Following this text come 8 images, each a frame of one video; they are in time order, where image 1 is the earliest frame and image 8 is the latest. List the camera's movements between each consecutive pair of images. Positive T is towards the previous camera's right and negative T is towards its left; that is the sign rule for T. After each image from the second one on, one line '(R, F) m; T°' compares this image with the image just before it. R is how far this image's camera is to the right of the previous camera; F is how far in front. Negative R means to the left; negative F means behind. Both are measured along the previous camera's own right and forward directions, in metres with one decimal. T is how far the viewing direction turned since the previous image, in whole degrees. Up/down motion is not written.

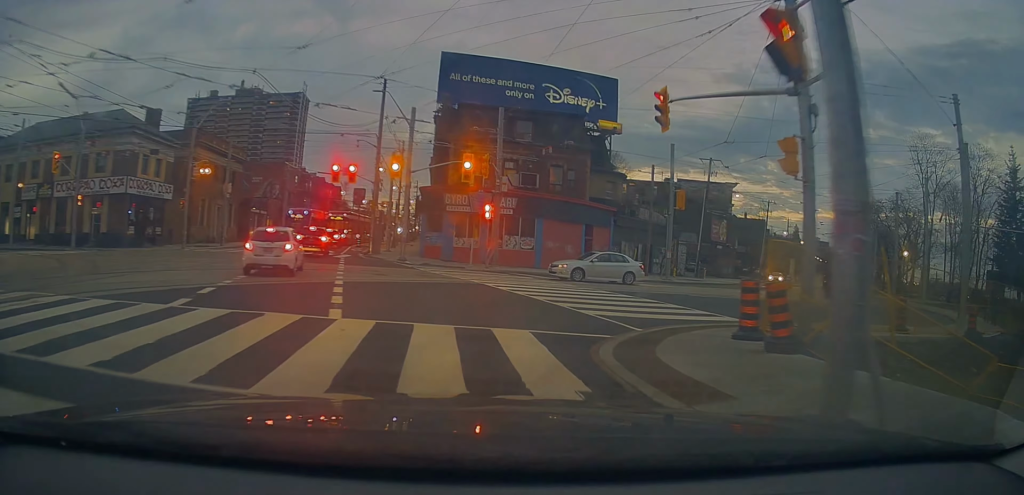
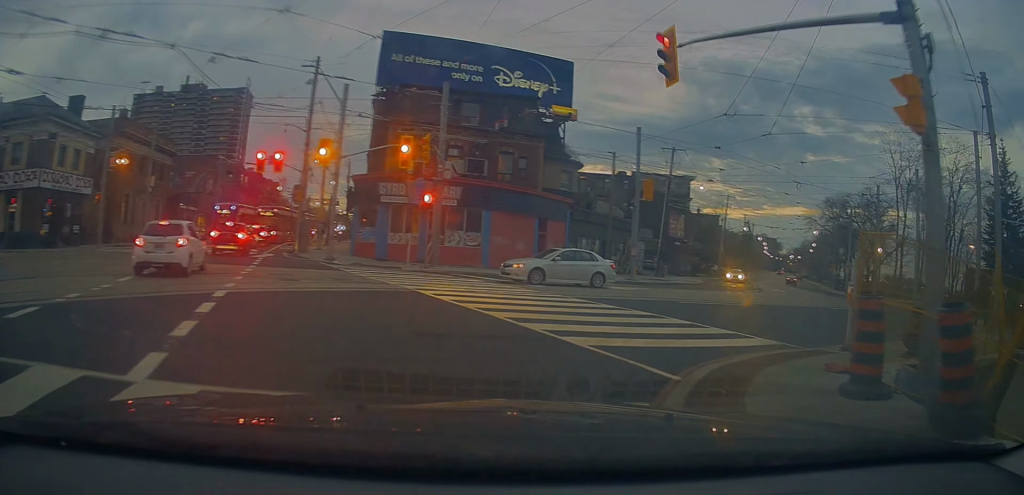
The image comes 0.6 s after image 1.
(+0.2, +4.5) m; +8°
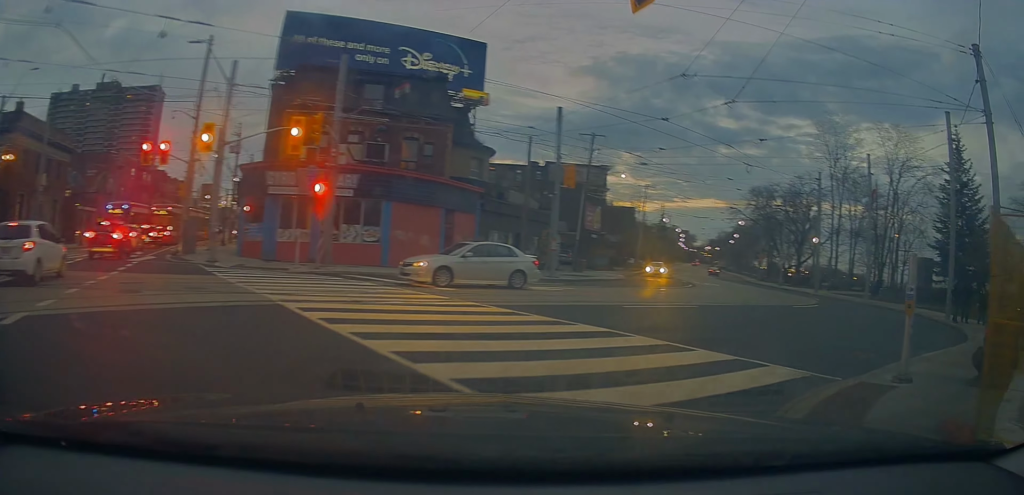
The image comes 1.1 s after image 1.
(-0.3, +3.9) m; +8°
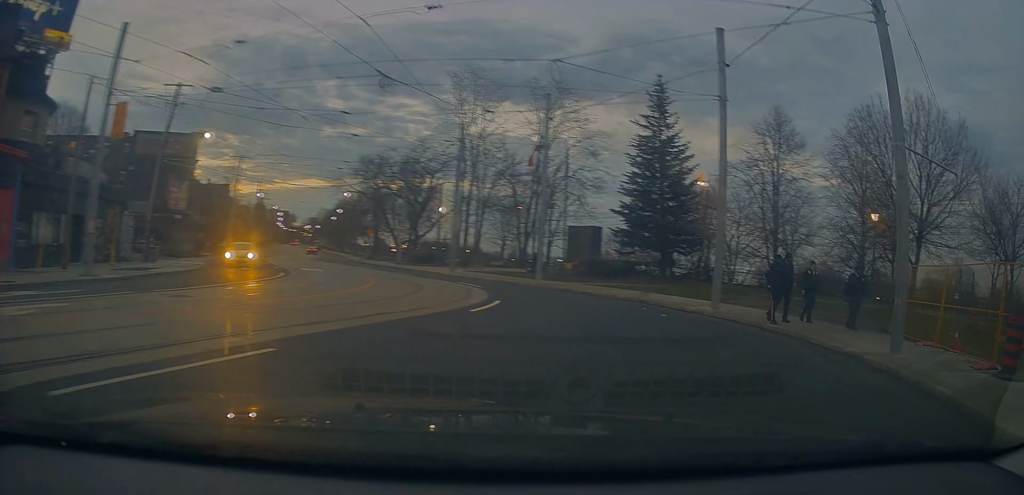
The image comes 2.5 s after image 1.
(+3.8, +8.6) m; +36°
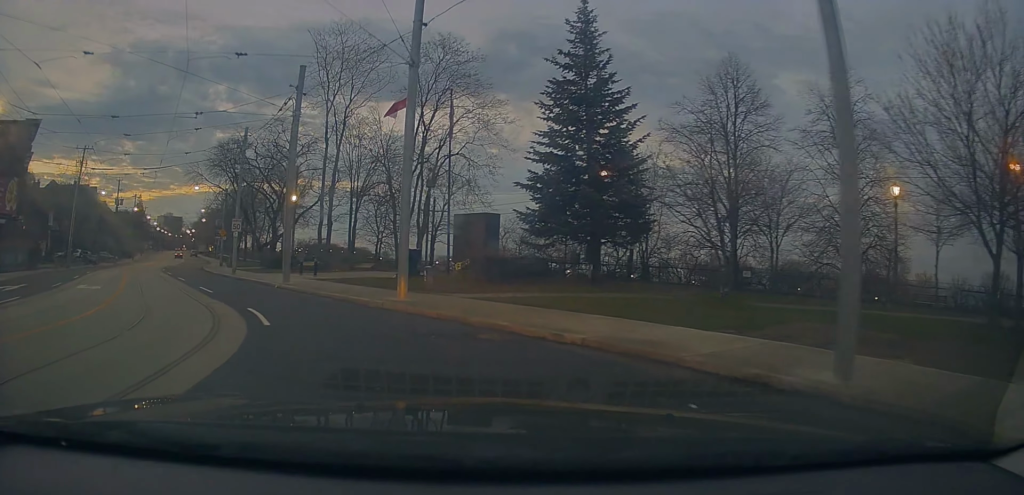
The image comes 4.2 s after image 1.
(+1.8, +11.2) m; +13°
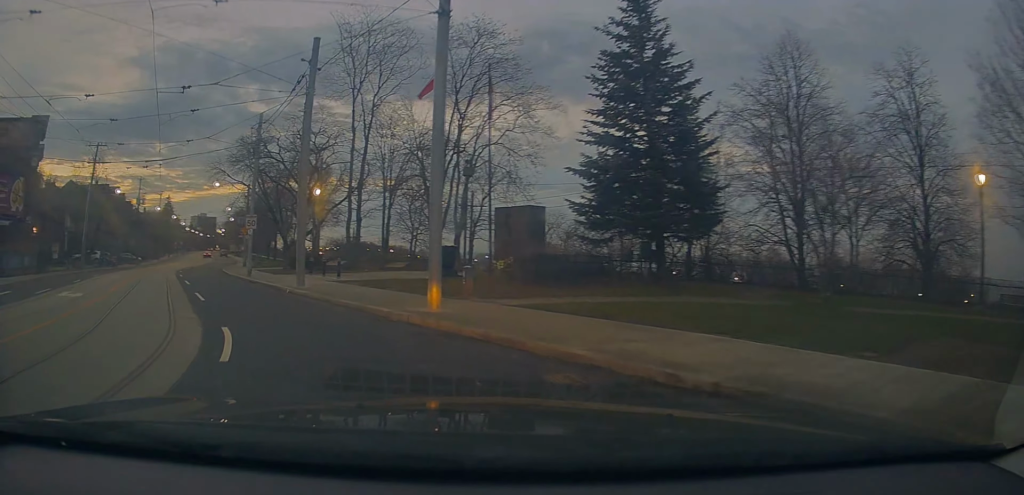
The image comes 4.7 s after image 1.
(+0.3, +3.4) m; -3°
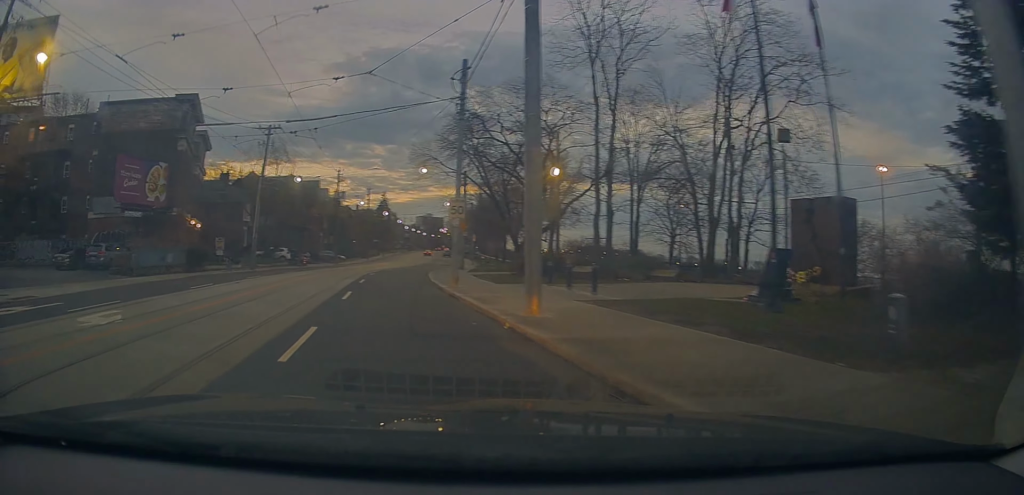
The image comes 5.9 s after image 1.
(-1.0, +9.2) m; -21°
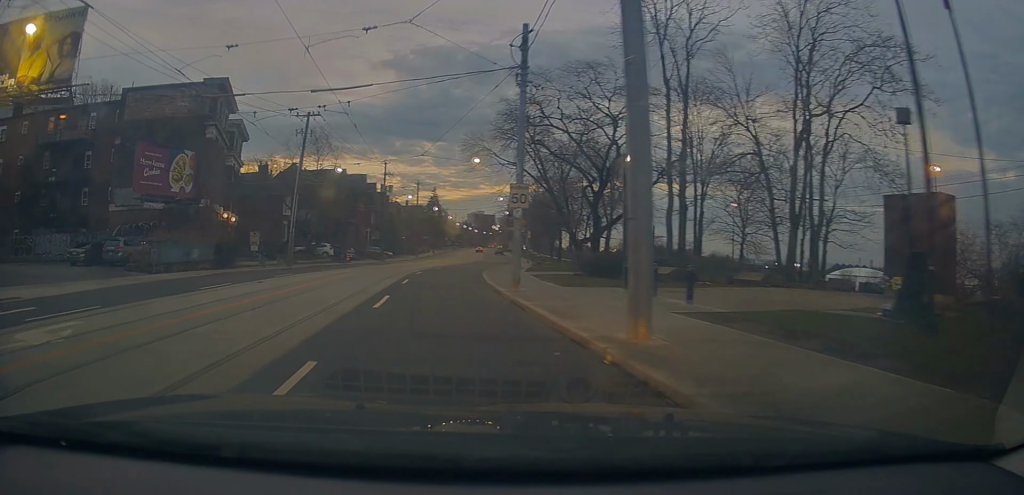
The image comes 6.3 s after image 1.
(-0.4, +3.3) m; -5°
